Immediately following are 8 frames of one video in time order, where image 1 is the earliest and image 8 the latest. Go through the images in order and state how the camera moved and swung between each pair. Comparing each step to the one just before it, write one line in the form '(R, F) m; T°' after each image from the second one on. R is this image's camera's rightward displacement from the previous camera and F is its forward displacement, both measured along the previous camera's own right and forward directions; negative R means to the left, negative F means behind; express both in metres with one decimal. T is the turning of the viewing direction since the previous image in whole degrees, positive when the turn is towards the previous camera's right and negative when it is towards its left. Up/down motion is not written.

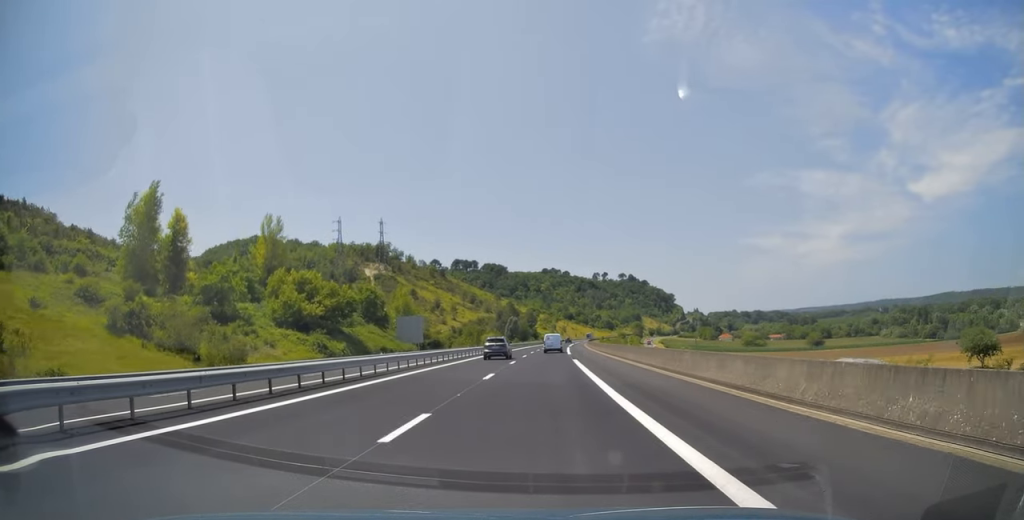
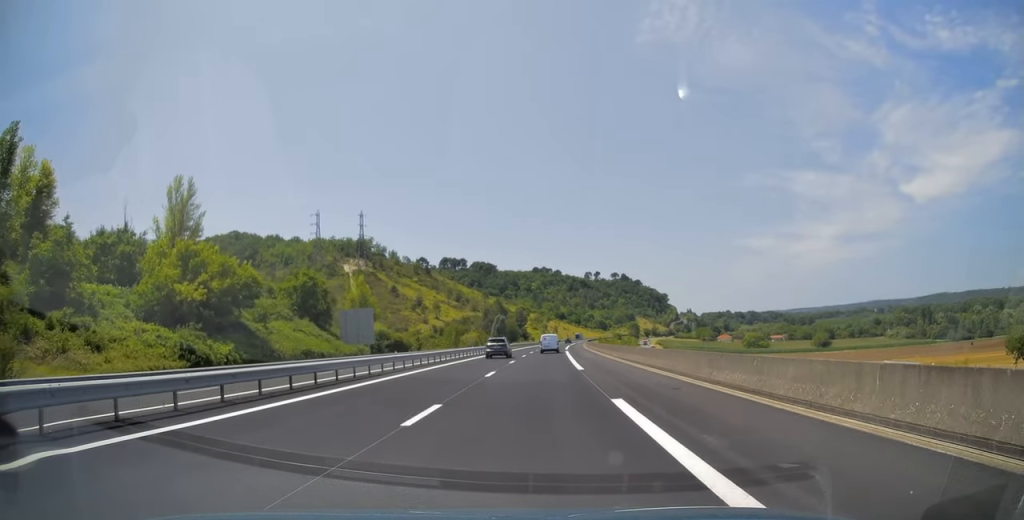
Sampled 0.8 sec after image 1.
(+0.2, +24.3) m; +1°
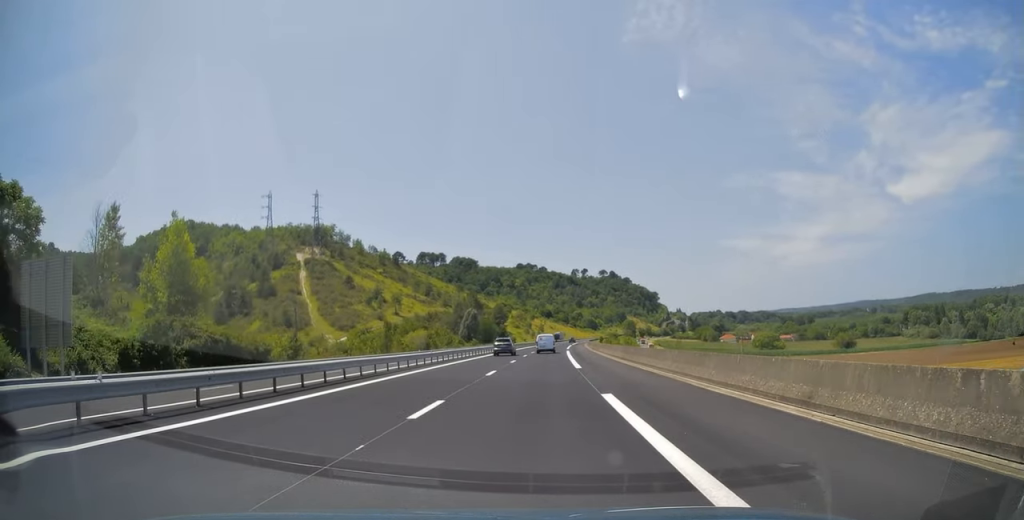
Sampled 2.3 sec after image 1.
(+0.5, +50.9) m; +1°
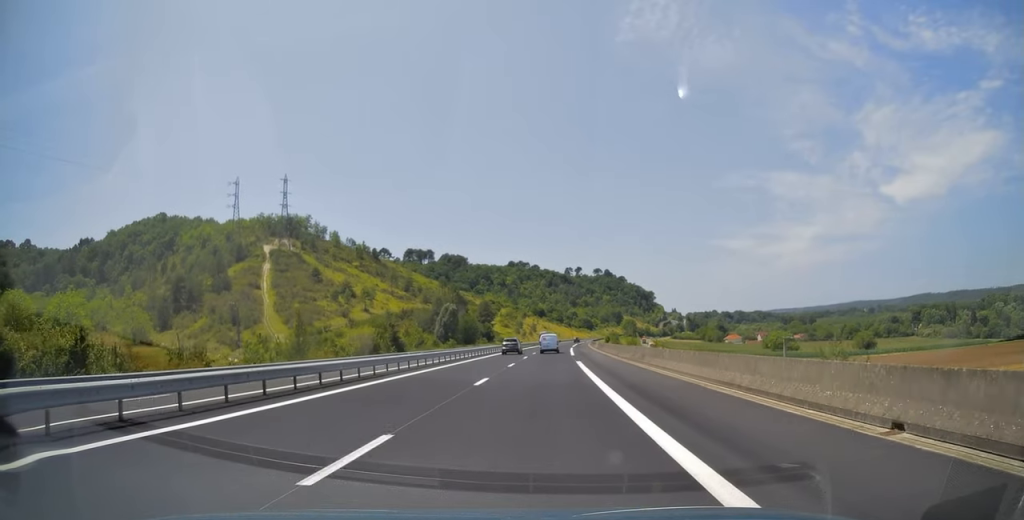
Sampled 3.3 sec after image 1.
(+0.2, +30.7) m; +1°
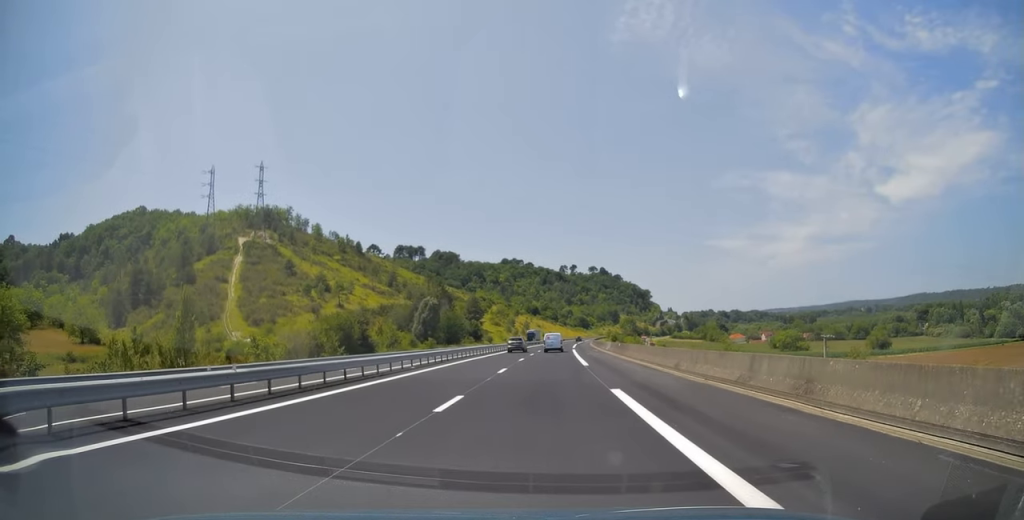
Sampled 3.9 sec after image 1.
(+0.1, +20.0) m; +1°
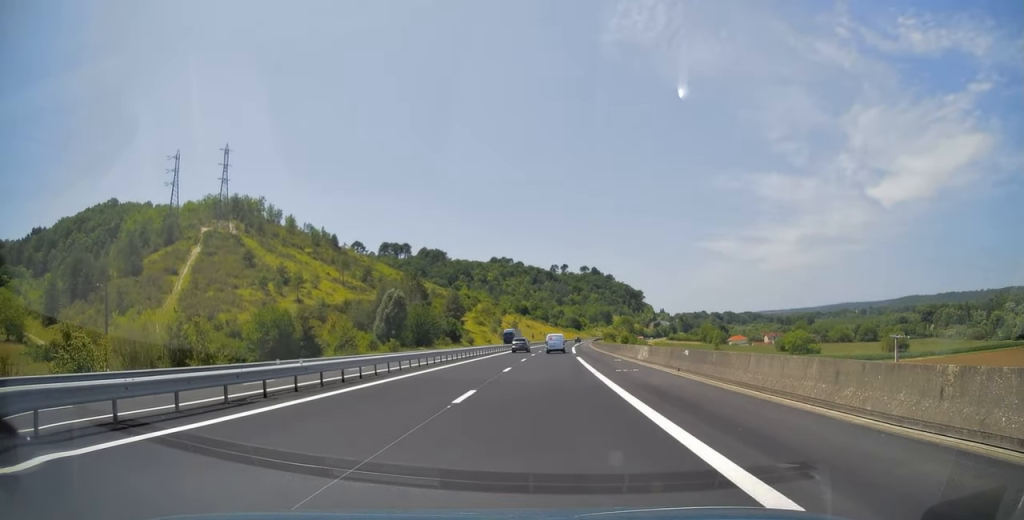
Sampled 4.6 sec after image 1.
(+0.1, +24.3) m; +1°
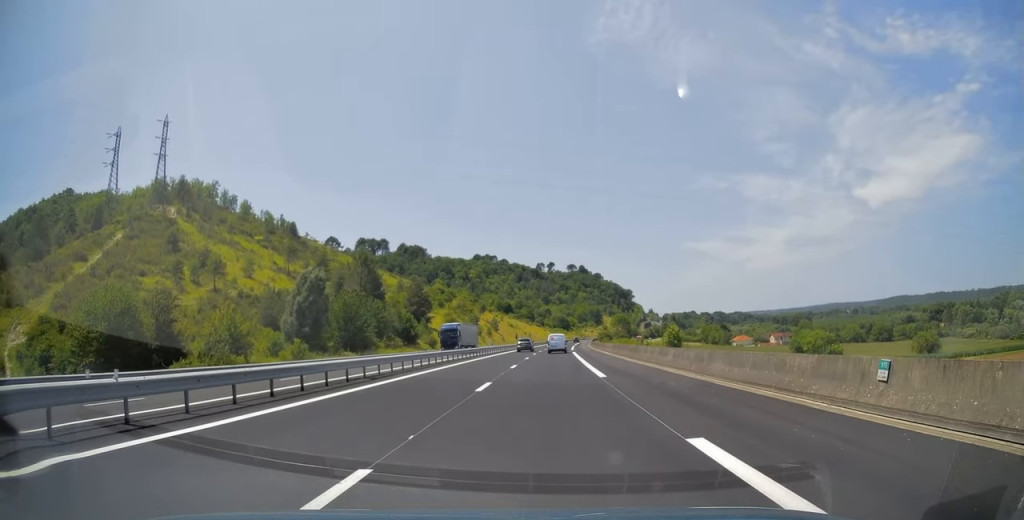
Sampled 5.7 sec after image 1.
(+0.4, +35.6) m; +2°
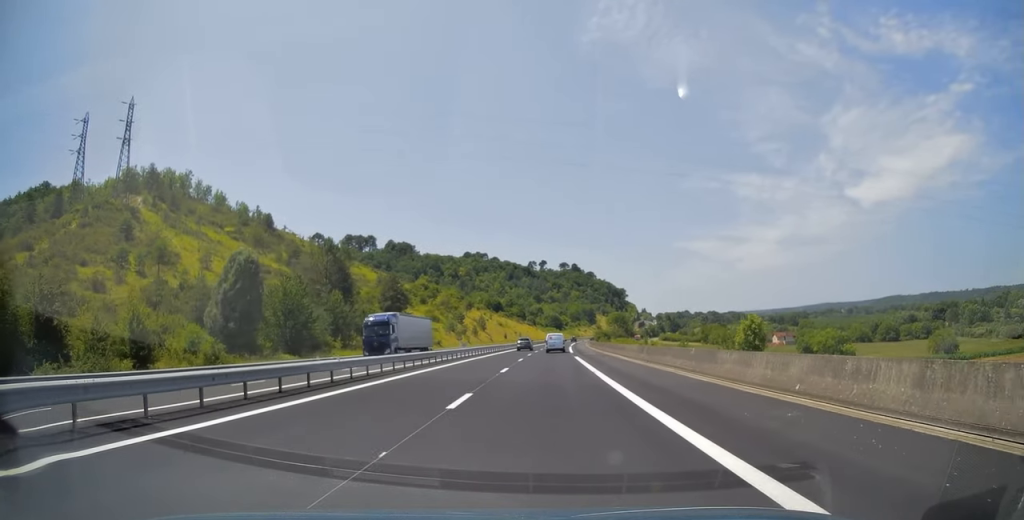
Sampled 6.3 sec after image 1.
(+0.2, +17.3) m; +1°
